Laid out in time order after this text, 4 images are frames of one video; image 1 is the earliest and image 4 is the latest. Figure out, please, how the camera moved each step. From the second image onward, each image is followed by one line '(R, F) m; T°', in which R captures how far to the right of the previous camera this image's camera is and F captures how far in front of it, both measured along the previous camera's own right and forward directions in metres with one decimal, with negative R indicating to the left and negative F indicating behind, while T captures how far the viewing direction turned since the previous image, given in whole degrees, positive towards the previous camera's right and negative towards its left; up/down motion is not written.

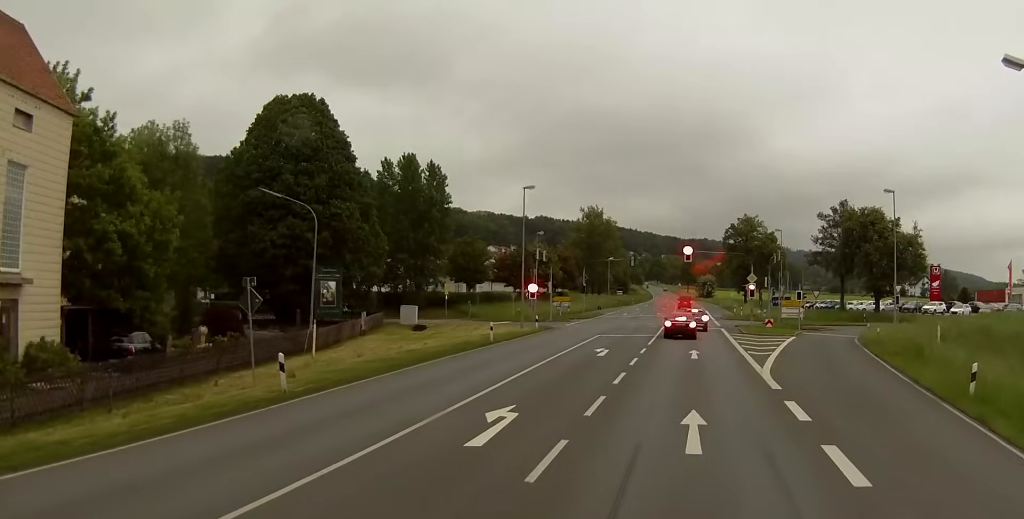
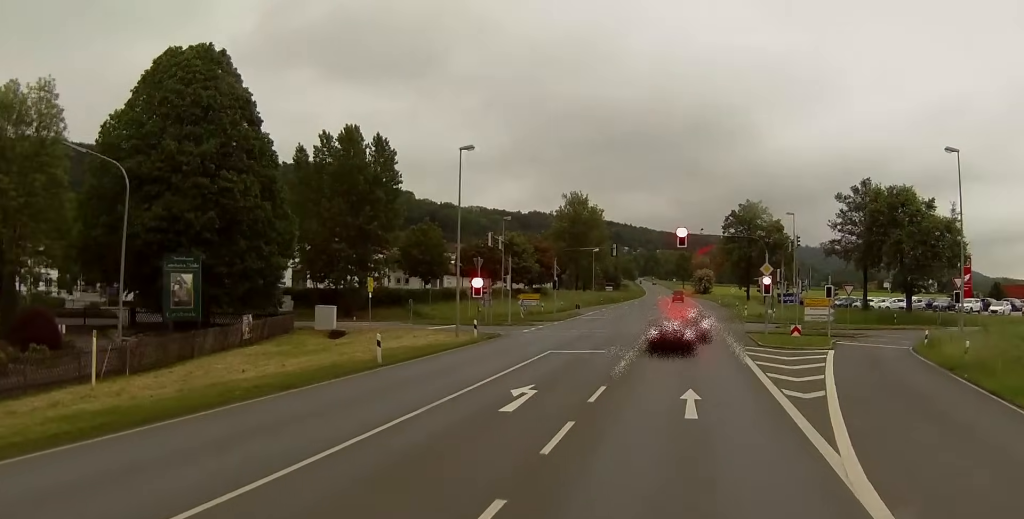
(+0.1, +20.9) m; +1°
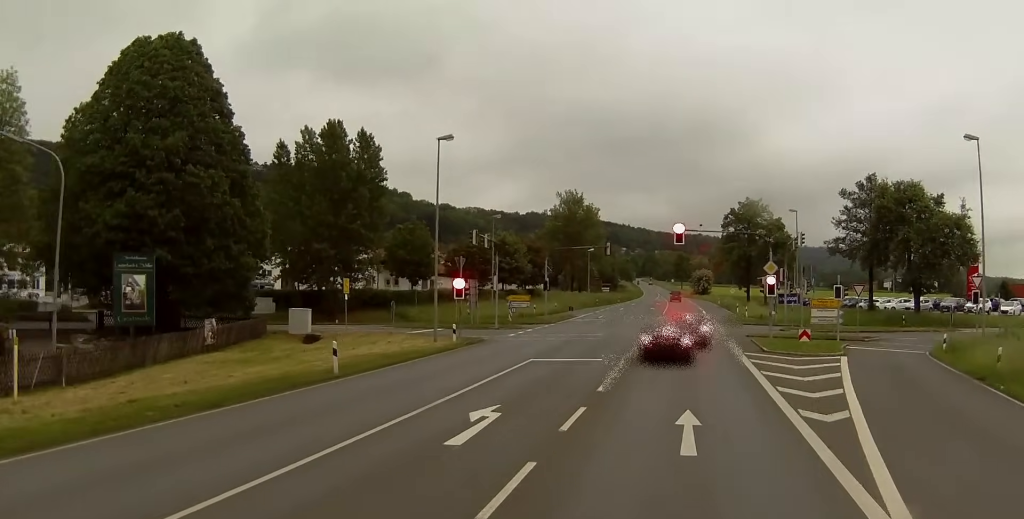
(0.0, +4.3) m; -1°
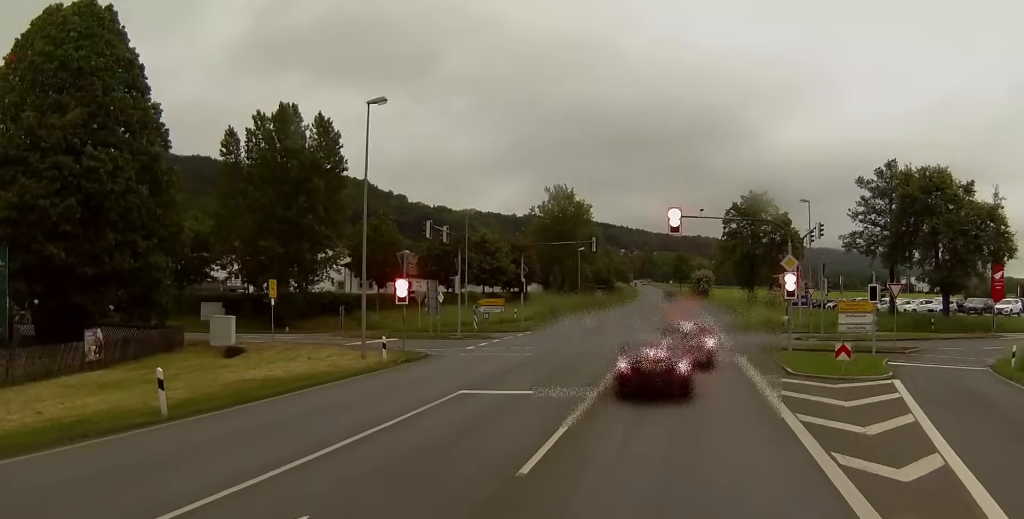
(-0.4, +10.8) m; -3°
